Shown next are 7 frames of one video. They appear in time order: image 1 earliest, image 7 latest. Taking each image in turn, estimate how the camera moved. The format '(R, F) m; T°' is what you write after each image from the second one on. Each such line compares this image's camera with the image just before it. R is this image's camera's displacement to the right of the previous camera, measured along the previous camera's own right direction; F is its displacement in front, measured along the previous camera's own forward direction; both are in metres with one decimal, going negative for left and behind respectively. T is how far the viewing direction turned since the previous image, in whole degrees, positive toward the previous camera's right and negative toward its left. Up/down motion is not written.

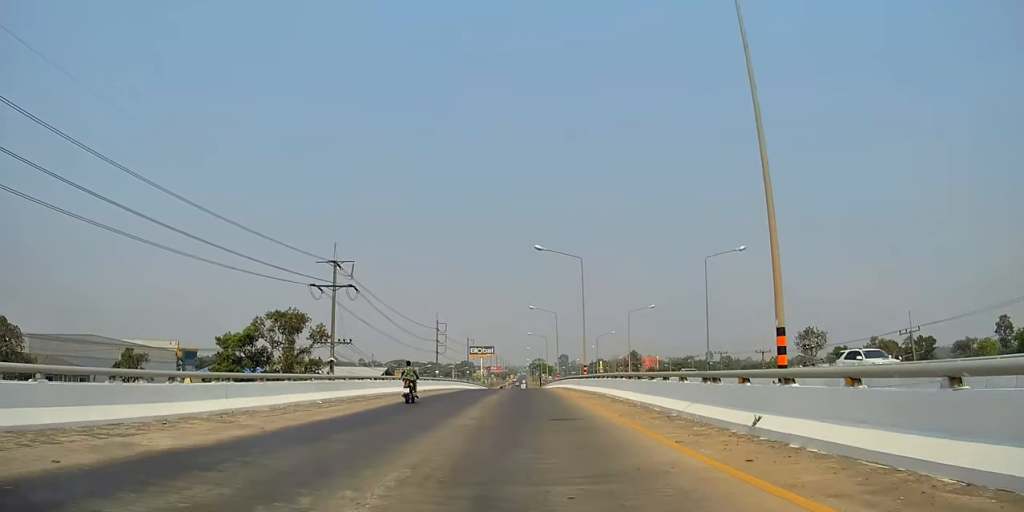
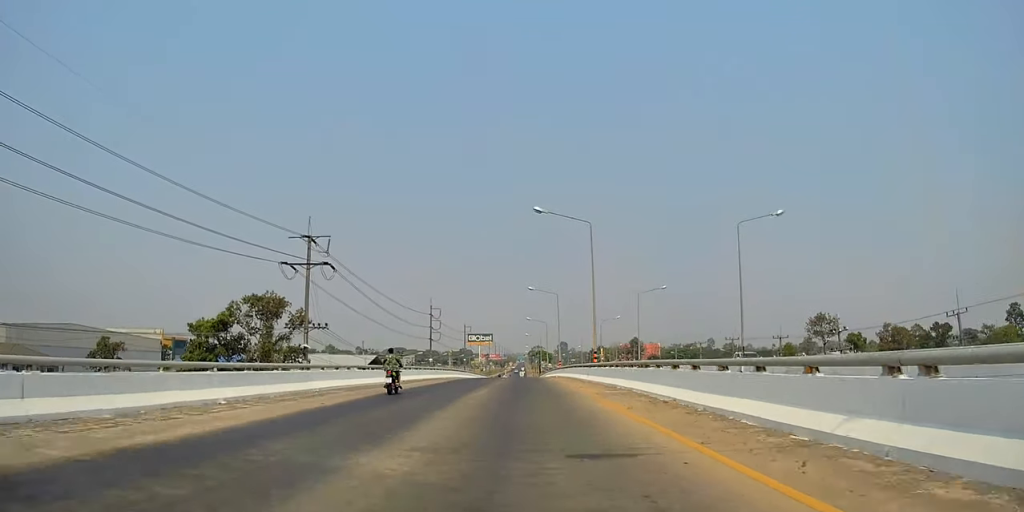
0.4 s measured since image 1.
(-0.1, +8.5) m; 0°
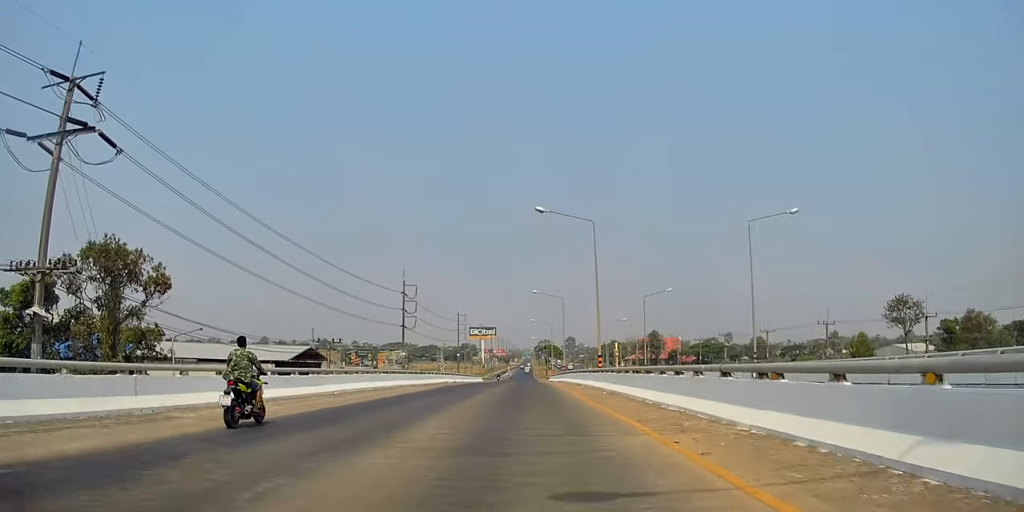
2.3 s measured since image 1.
(+1.8, +37.6) m; +3°
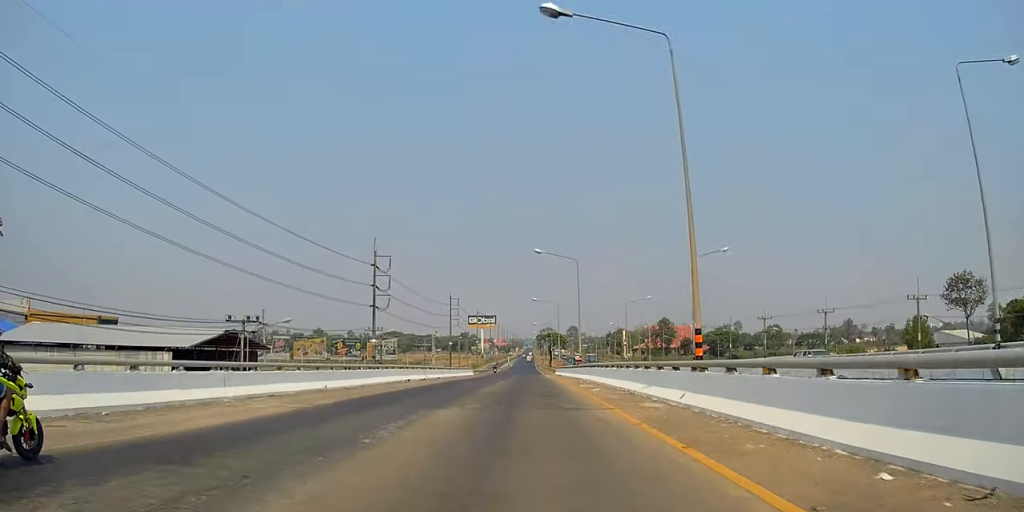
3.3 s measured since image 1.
(-0.7, +20.4) m; -3°
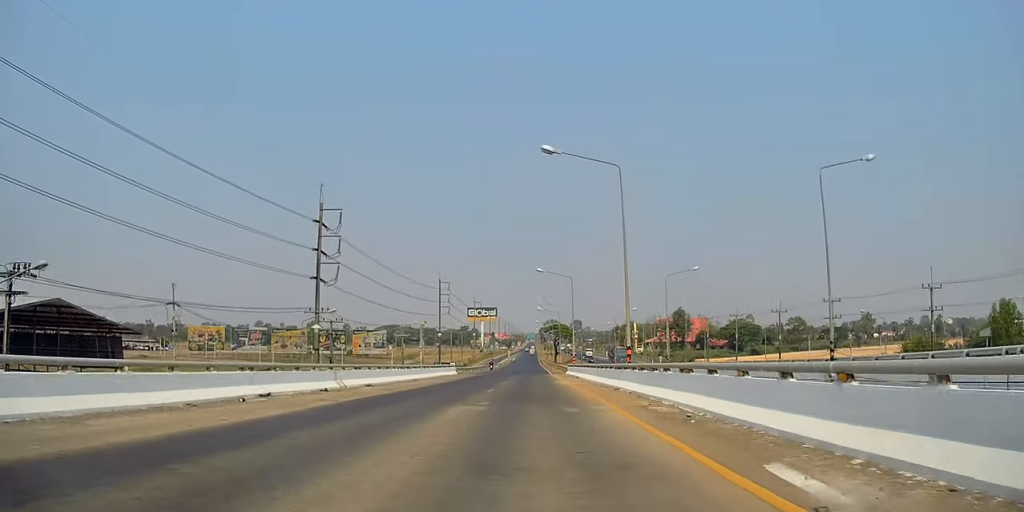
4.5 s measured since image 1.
(-0.7, +24.0) m; -2°
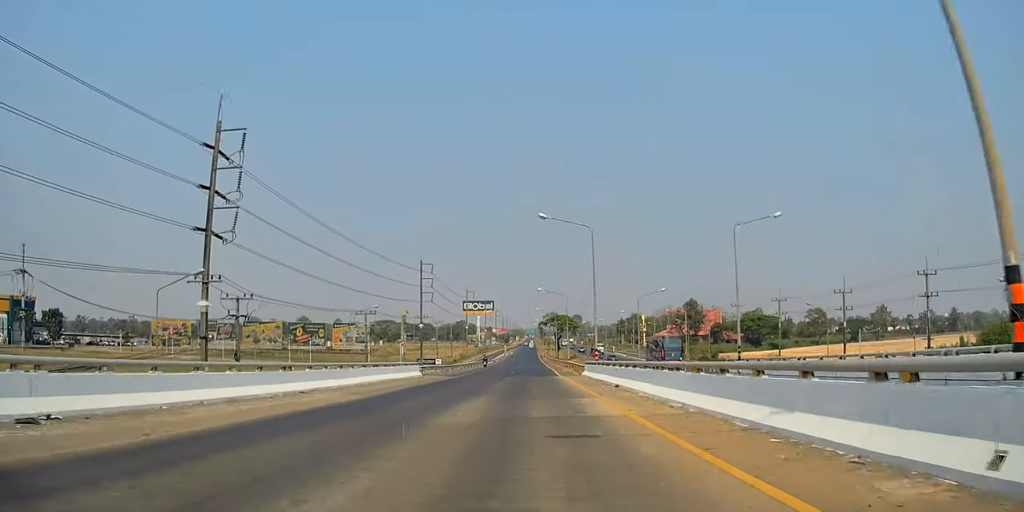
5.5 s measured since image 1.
(-0.1, +22.3) m; 0°
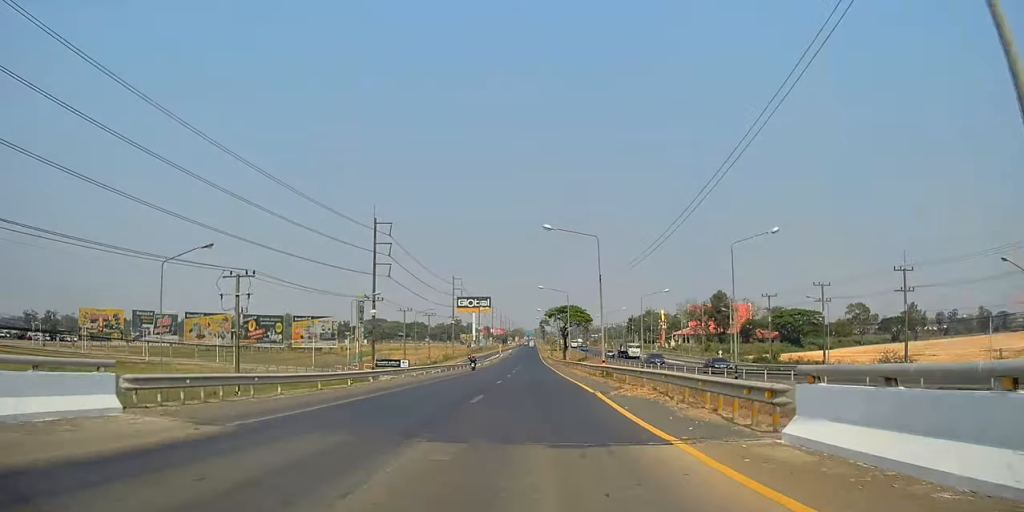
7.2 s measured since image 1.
(+0.1, +33.9) m; 0°
